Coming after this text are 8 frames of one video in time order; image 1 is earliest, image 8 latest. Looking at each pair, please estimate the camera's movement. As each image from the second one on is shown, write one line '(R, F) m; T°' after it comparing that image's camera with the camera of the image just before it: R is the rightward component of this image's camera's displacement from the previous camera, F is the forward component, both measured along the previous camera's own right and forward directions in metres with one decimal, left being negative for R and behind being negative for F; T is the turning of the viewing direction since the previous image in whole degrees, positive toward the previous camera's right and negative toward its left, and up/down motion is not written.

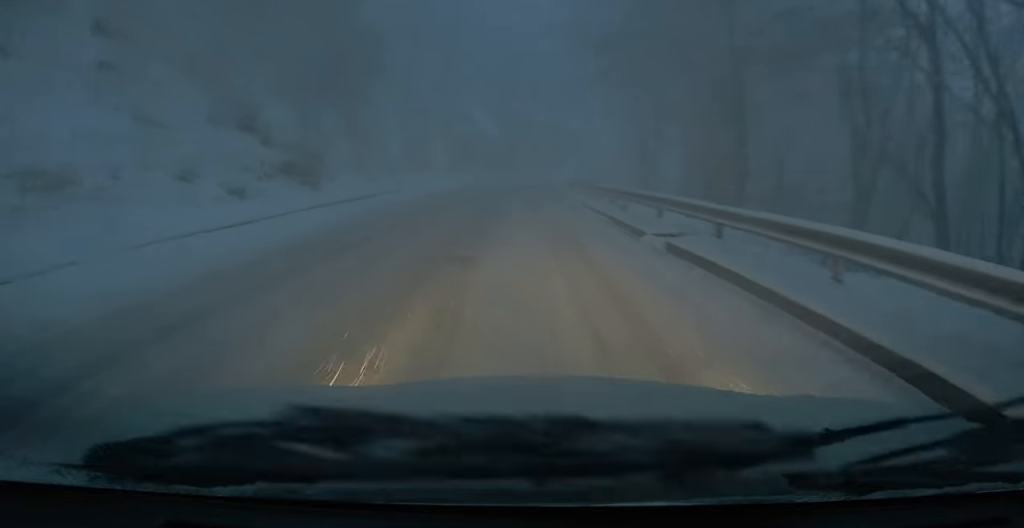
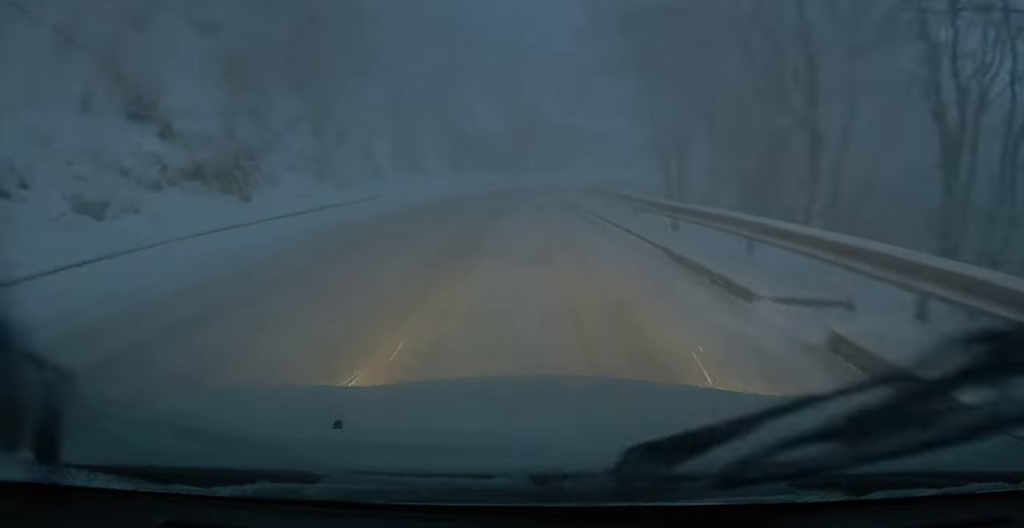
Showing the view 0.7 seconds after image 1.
(-0.1, +6.5) m; -2°
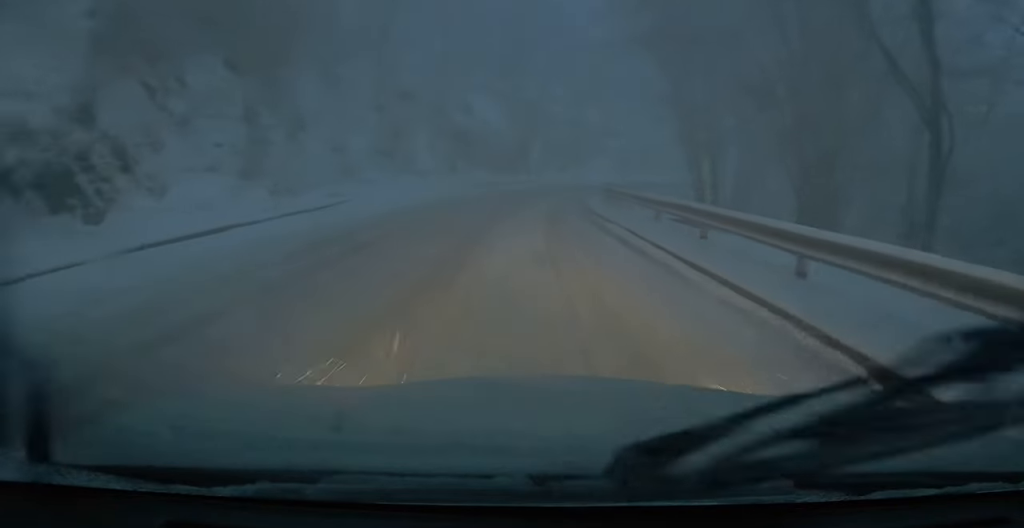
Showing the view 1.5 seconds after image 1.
(-0.2, +6.8) m; -1°
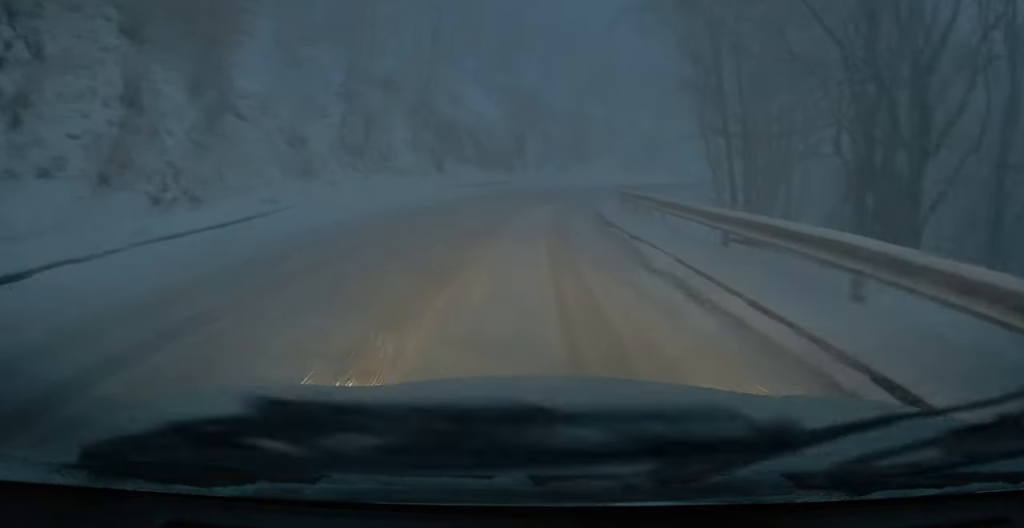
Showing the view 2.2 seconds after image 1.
(0.0, +6.6) m; -1°
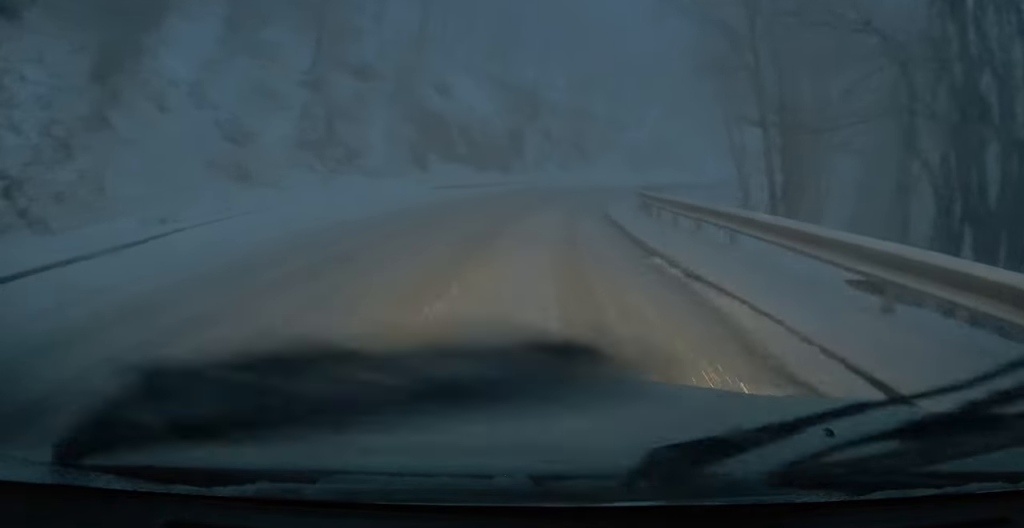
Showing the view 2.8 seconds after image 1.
(0.0, +5.7) m; 0°
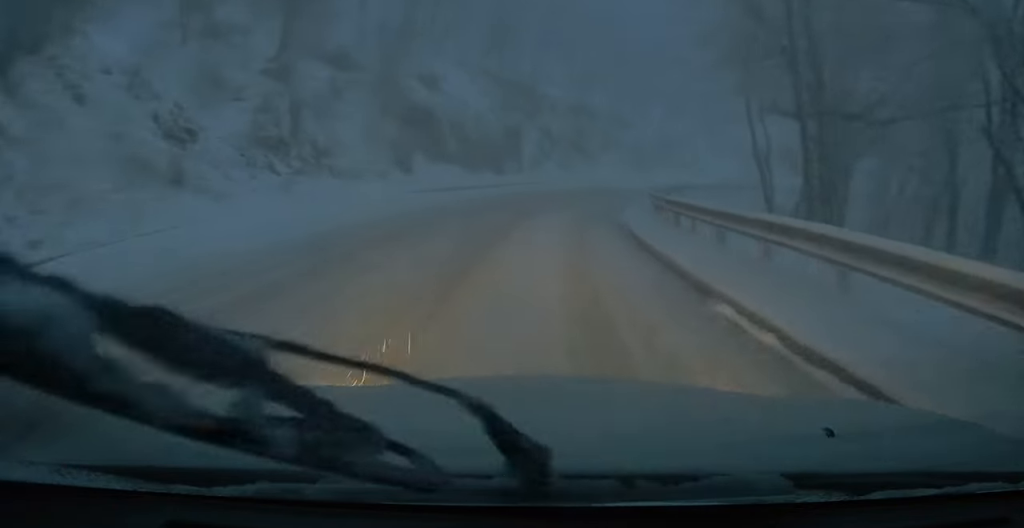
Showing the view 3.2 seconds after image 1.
(-0.1, +4.0) m; +1°
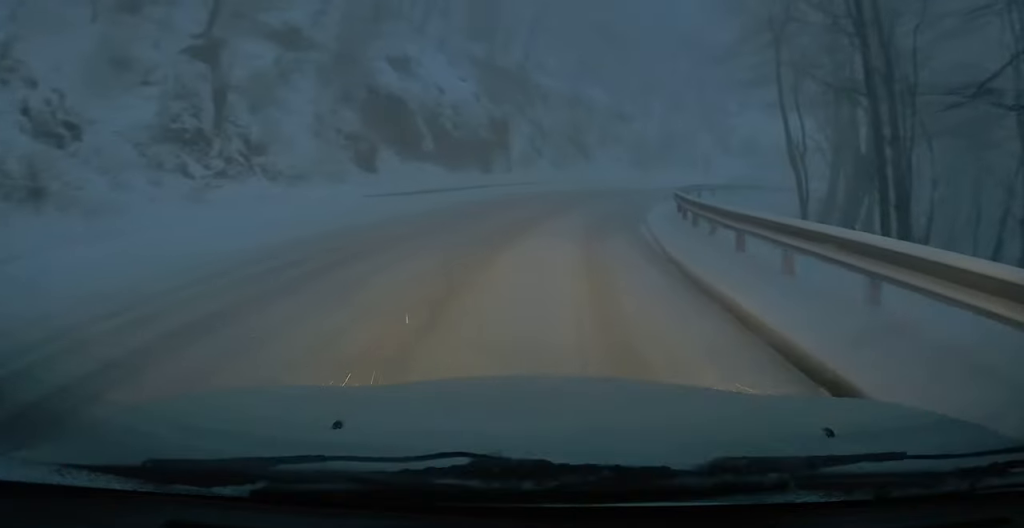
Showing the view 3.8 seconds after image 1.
(0.0, +5.3) m; +2°
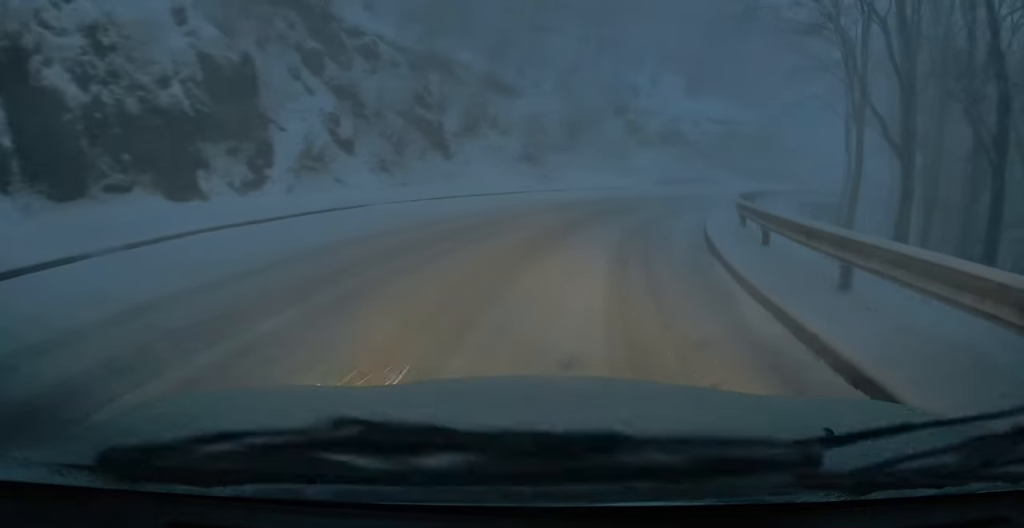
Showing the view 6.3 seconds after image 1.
(+2.9, +19.9) m; +18°
